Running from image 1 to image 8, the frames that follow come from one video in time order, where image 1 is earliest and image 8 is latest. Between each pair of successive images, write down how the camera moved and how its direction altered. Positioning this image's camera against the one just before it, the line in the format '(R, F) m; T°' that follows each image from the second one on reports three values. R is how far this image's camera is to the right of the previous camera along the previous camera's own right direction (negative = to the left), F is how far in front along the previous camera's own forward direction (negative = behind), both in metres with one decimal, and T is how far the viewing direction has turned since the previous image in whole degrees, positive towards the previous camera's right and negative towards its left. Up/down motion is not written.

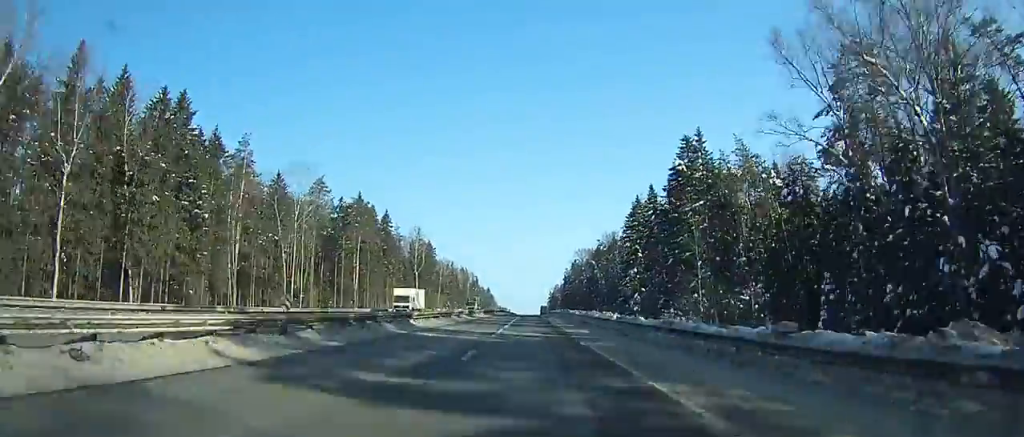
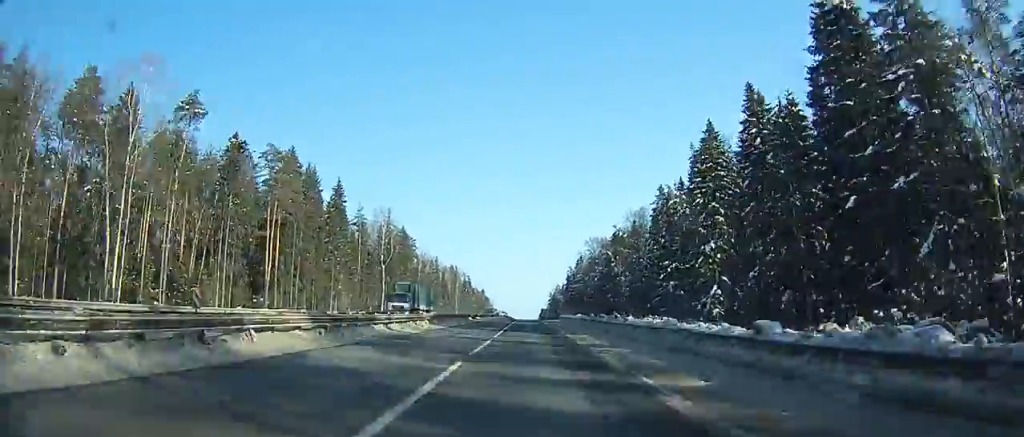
(0.0, +44.7) m; 0°
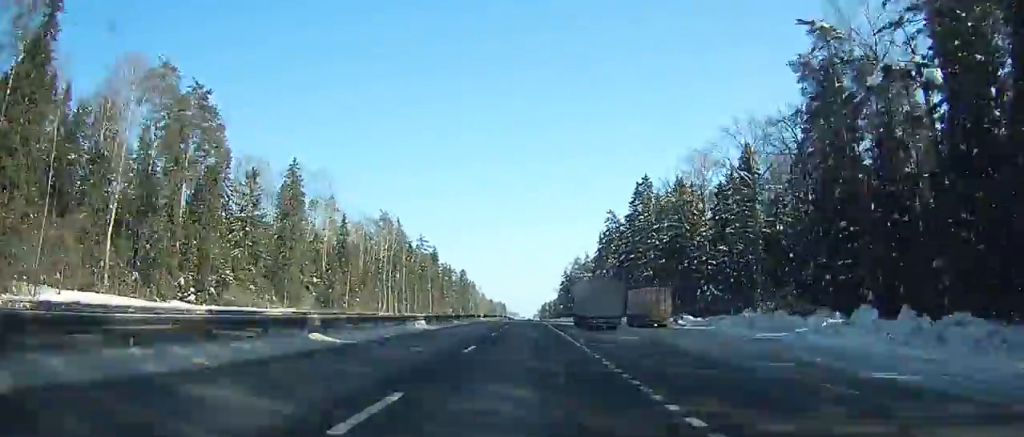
(-0.1, +157.6) m; +2°
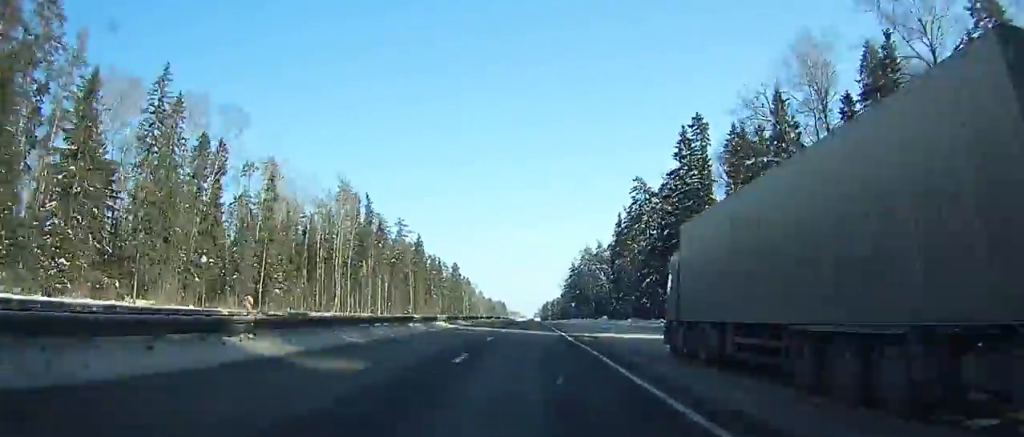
(+1.3, +38.4) m; 0°
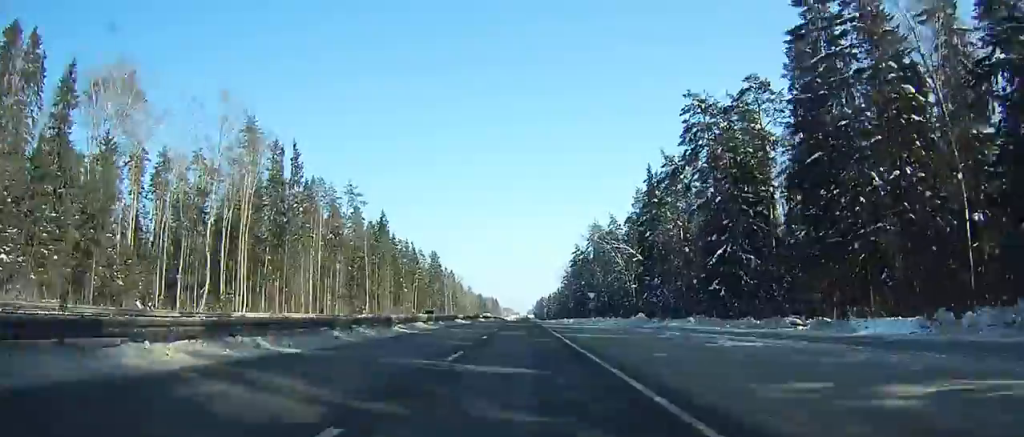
(+1.9, +47.3) m; 0°
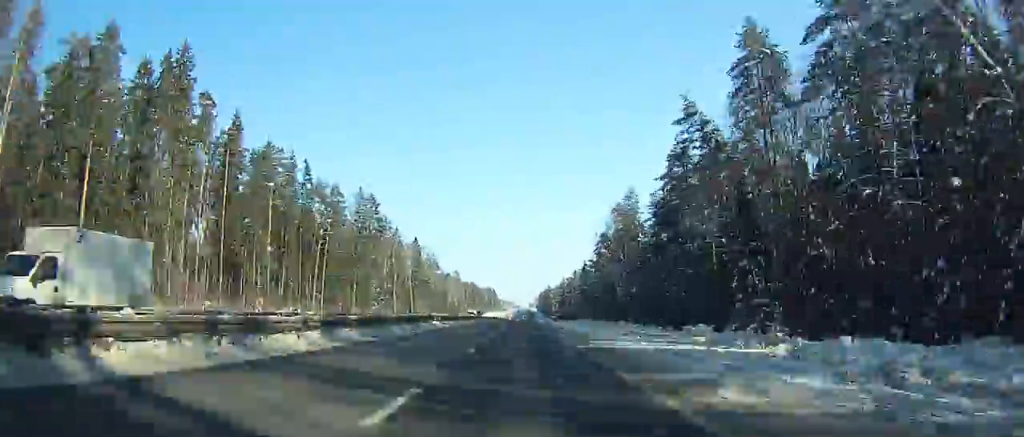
(-5.2, +112.1) m; -2°
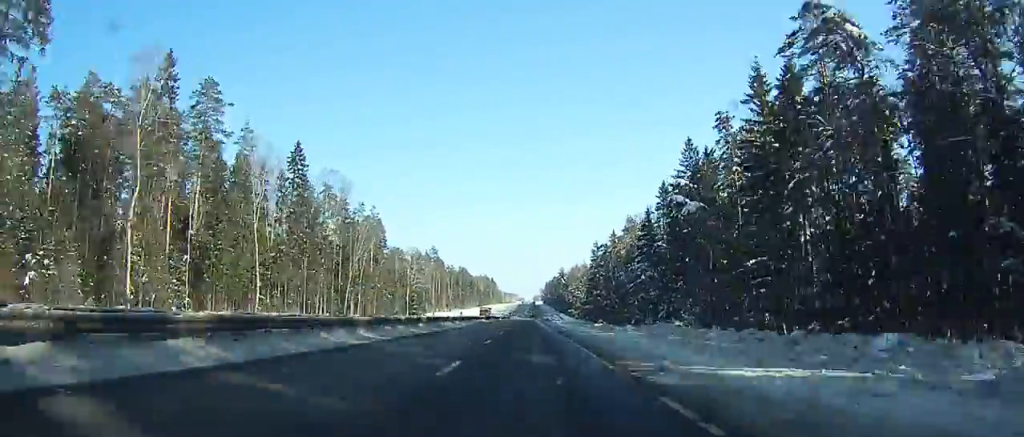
(+1.0, +115.1) m; +1°
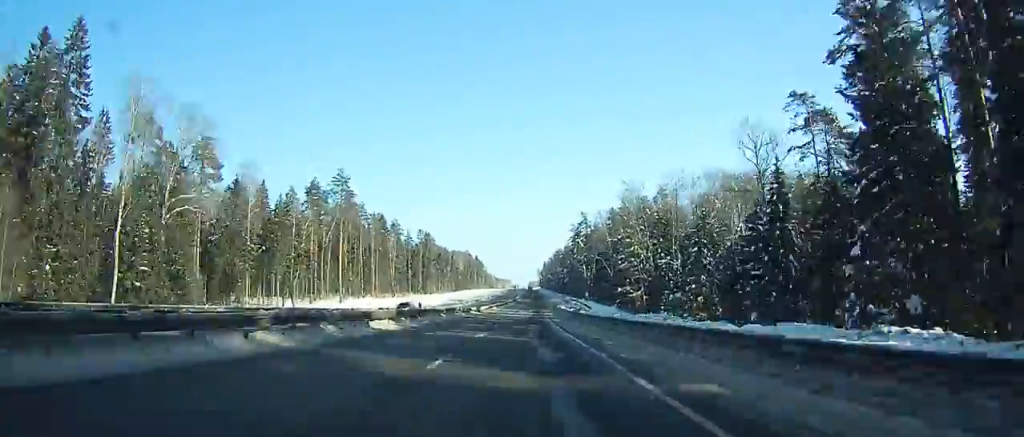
(+1.2, +141.4) m; +1°
